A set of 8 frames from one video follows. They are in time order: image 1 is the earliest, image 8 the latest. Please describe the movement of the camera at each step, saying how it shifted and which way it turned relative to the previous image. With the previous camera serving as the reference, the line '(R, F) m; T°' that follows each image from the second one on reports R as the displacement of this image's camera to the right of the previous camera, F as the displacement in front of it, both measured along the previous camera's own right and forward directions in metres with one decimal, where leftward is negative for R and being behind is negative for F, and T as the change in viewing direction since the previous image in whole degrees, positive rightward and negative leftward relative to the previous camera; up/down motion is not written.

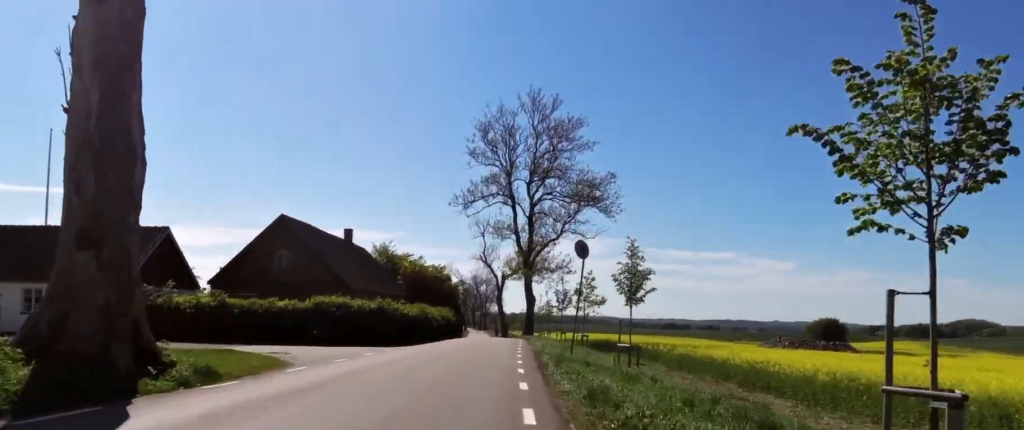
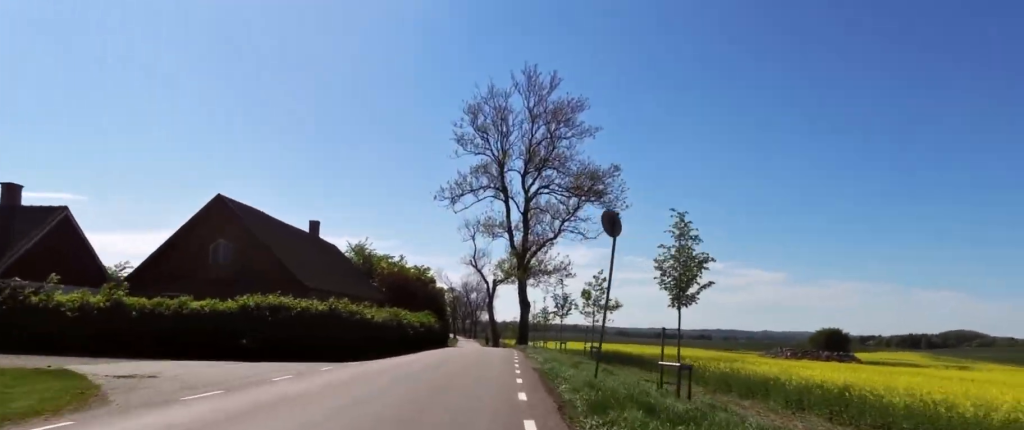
(+0.5, +6.4) m; 0°
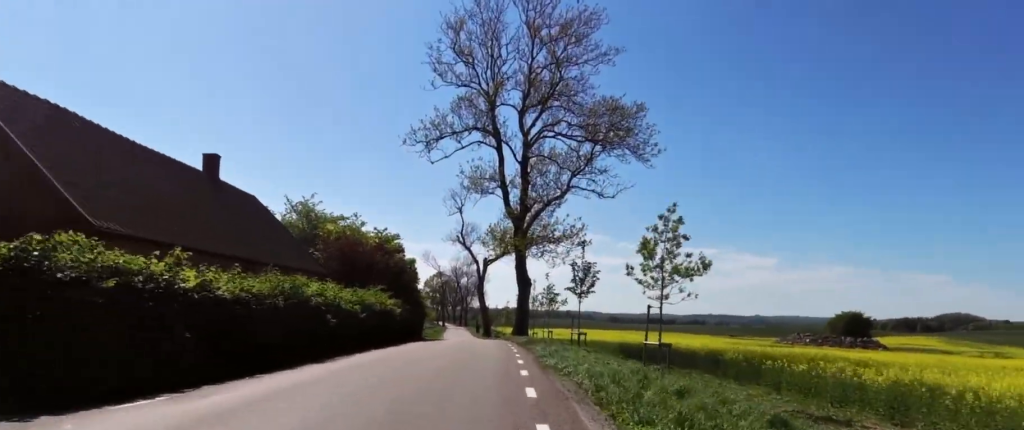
(-0.5, +12.7) m; 0°
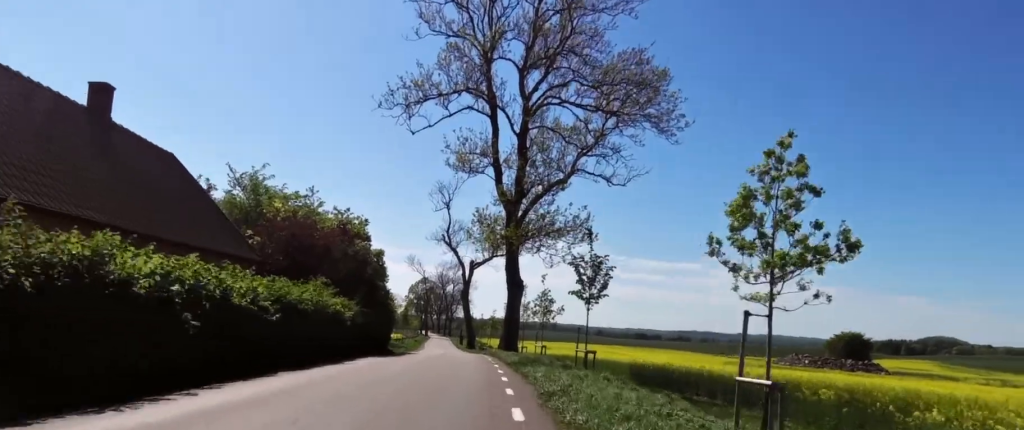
(+0.4, +6.8) m; +4°
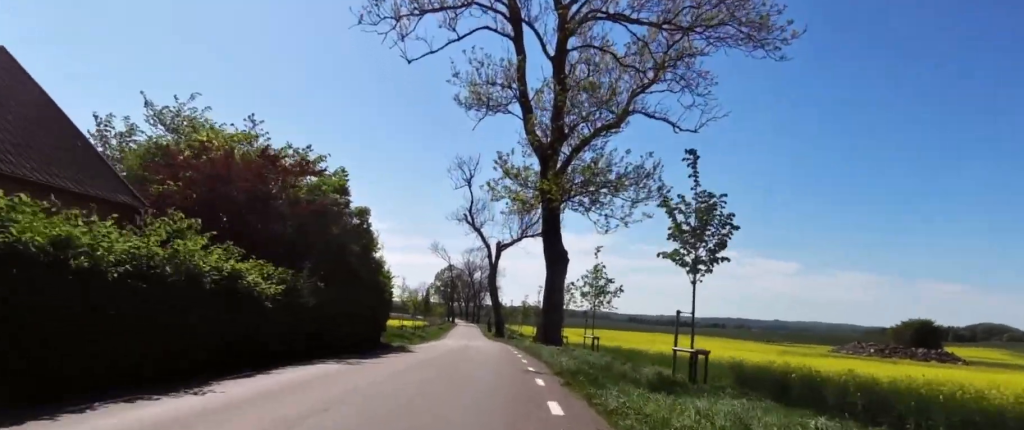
(+0.8, +9.2) m; +5°
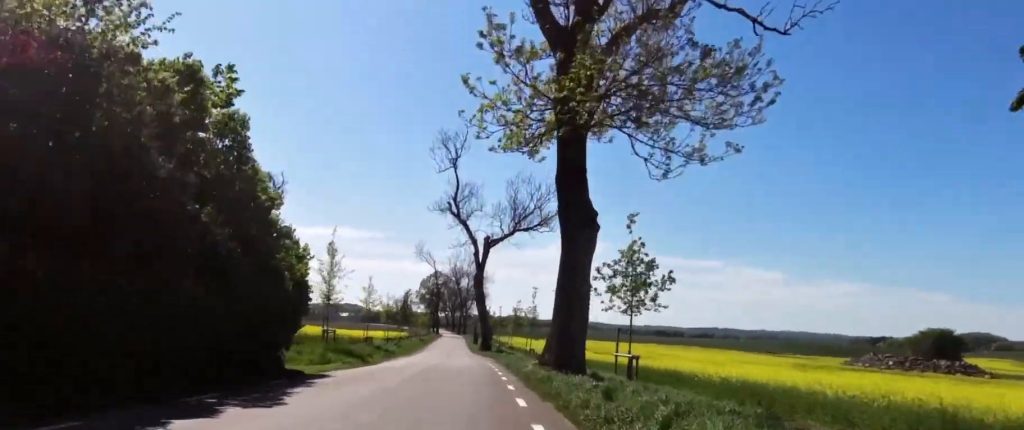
(0.0, +9.6) m; -3°
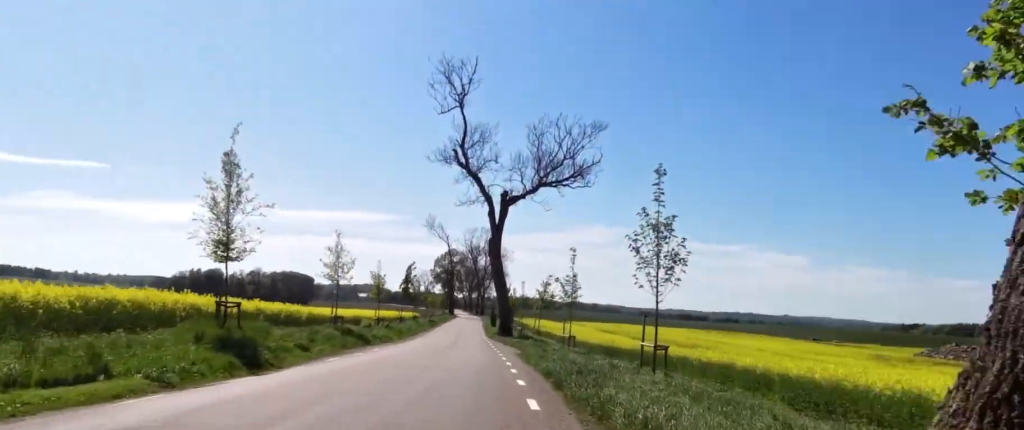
(-1.3, +13.1) m; -5°
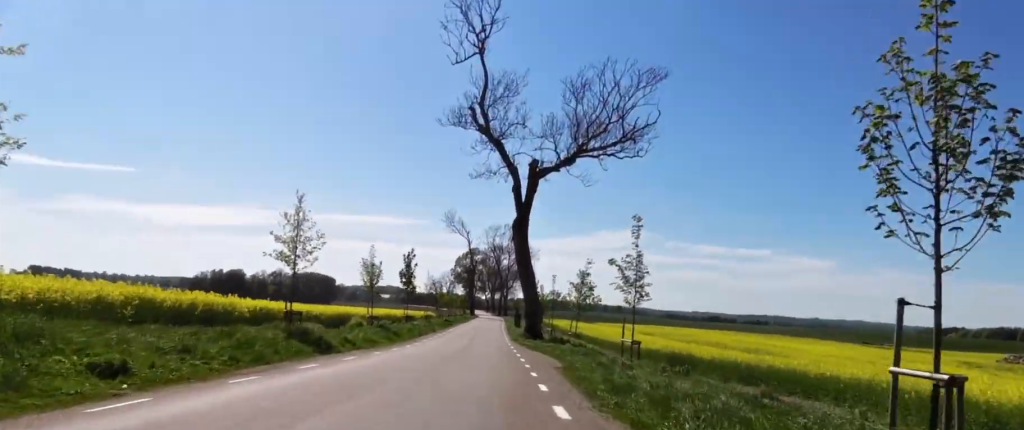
(+0.4, +9.7) m; -1°
